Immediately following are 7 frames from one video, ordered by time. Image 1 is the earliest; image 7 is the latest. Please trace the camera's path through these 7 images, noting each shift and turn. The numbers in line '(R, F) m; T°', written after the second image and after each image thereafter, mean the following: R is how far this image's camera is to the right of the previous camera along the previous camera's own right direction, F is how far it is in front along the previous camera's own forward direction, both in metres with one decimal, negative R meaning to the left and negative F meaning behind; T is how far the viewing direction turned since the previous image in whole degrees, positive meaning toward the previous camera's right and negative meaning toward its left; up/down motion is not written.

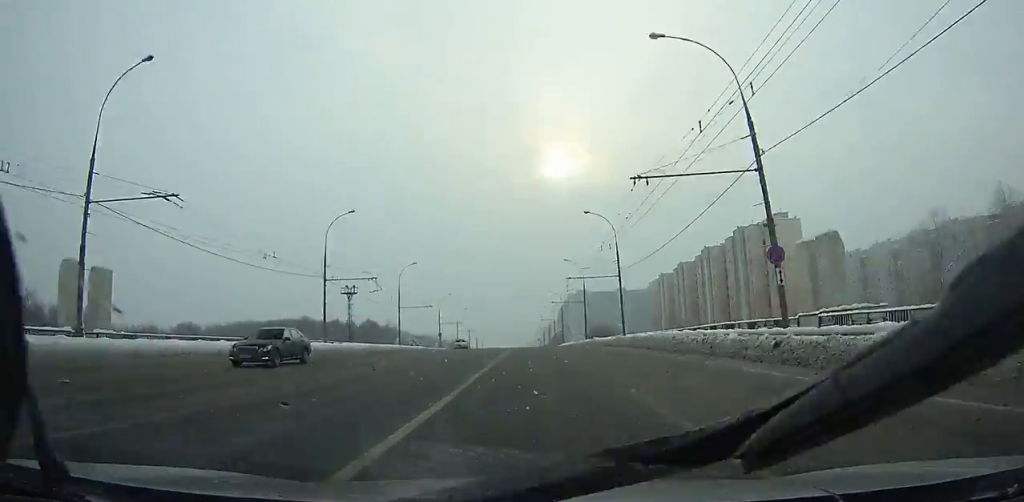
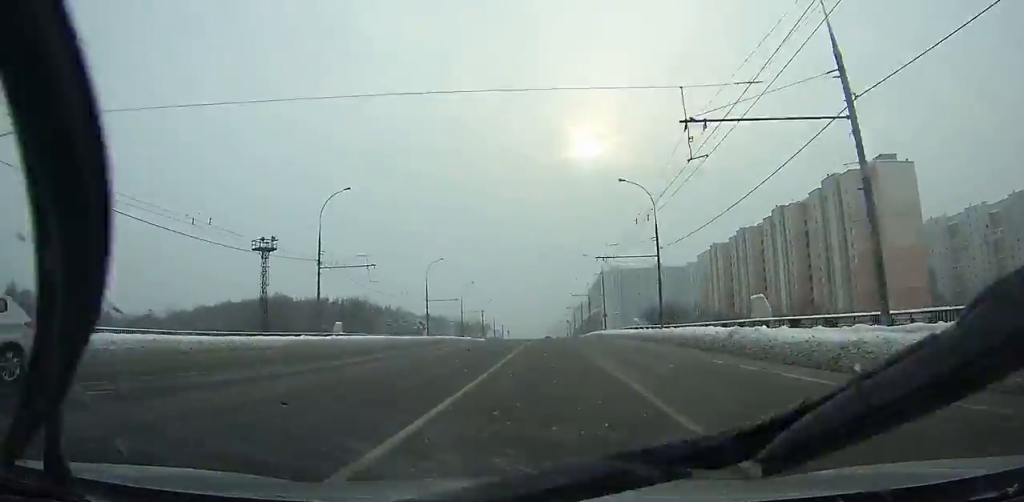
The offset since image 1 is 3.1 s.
(-1.0, +44.6) m; -1°
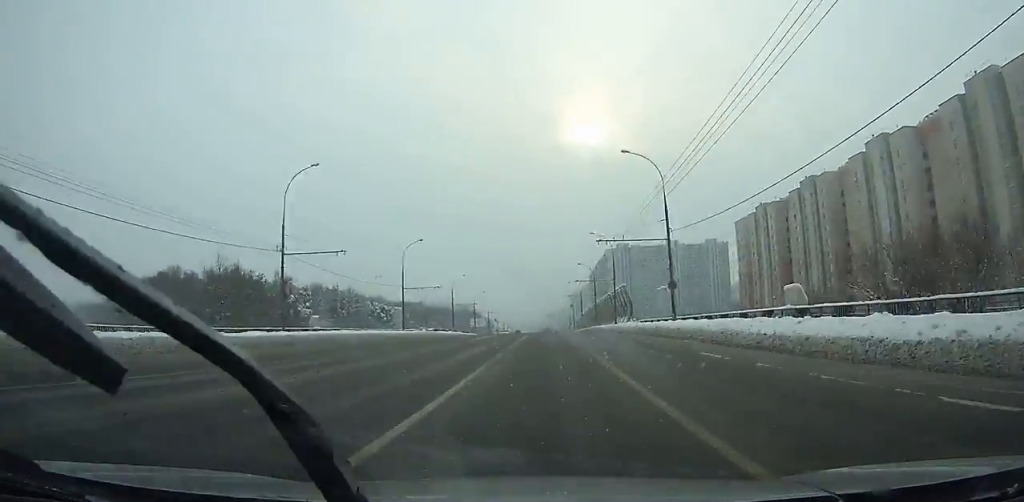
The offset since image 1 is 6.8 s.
(-0.1, +55.5) m; 0°
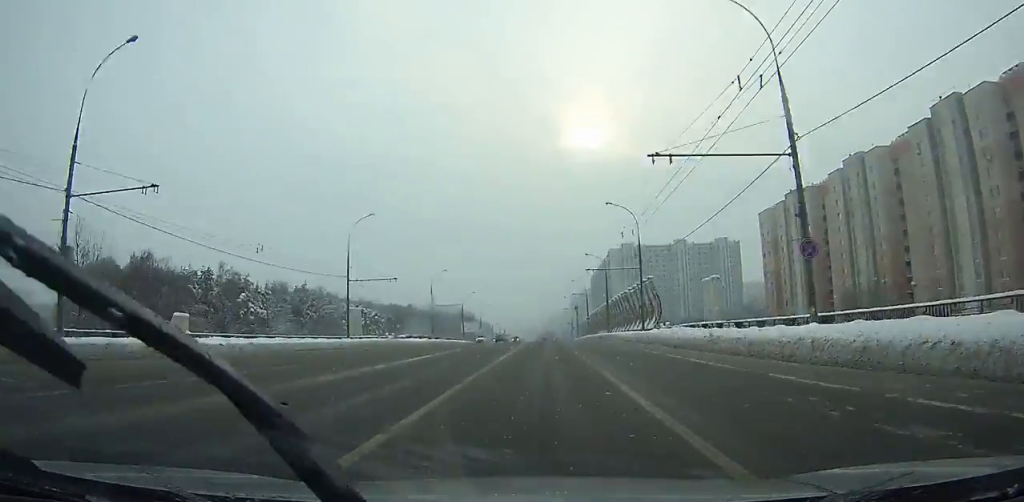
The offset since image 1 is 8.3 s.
(-0.1, +23.1) m; 0°
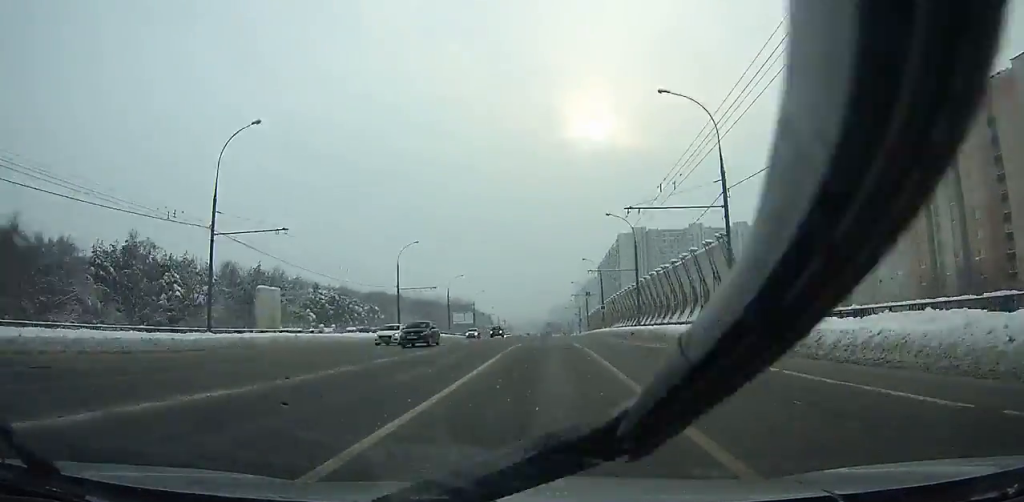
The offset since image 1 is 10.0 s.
(0.0, +26.4) m; 0°
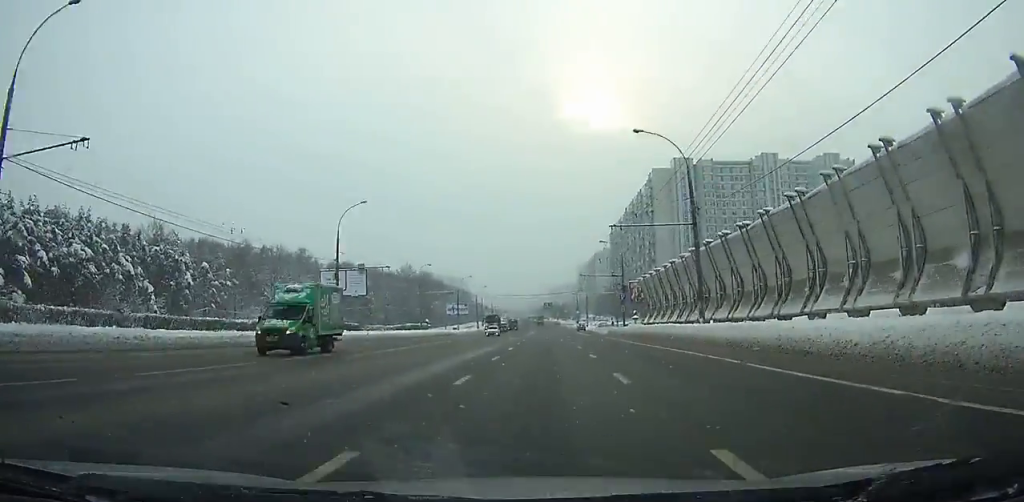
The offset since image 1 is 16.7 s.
(-0.5, +105.8) m; 0°
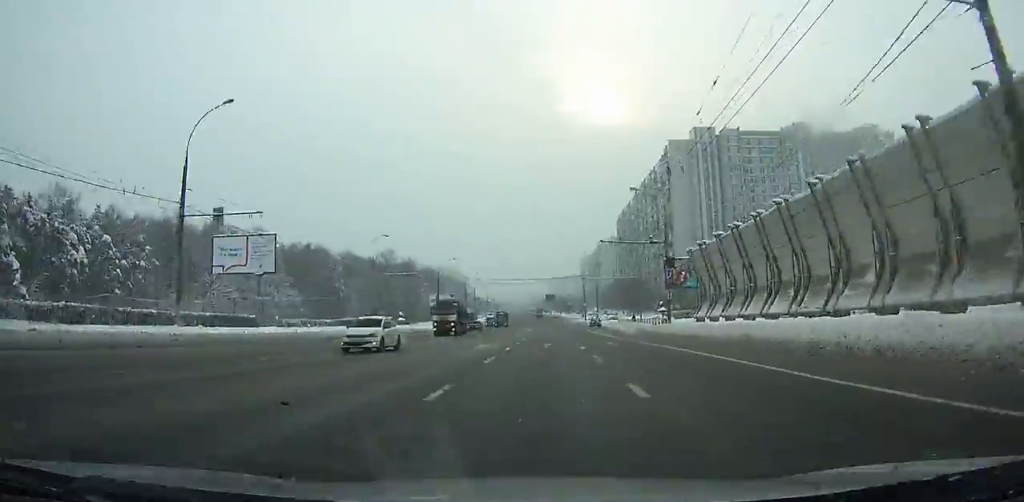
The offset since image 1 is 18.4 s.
(0.0, +27.2) m; 0°
